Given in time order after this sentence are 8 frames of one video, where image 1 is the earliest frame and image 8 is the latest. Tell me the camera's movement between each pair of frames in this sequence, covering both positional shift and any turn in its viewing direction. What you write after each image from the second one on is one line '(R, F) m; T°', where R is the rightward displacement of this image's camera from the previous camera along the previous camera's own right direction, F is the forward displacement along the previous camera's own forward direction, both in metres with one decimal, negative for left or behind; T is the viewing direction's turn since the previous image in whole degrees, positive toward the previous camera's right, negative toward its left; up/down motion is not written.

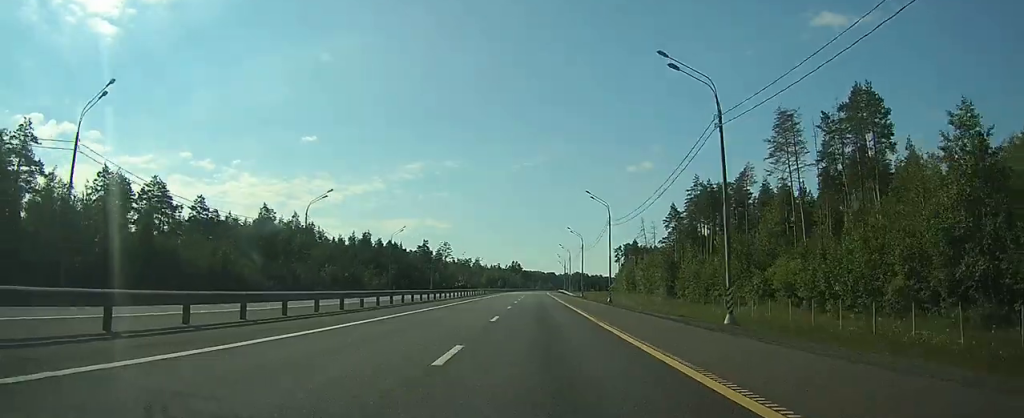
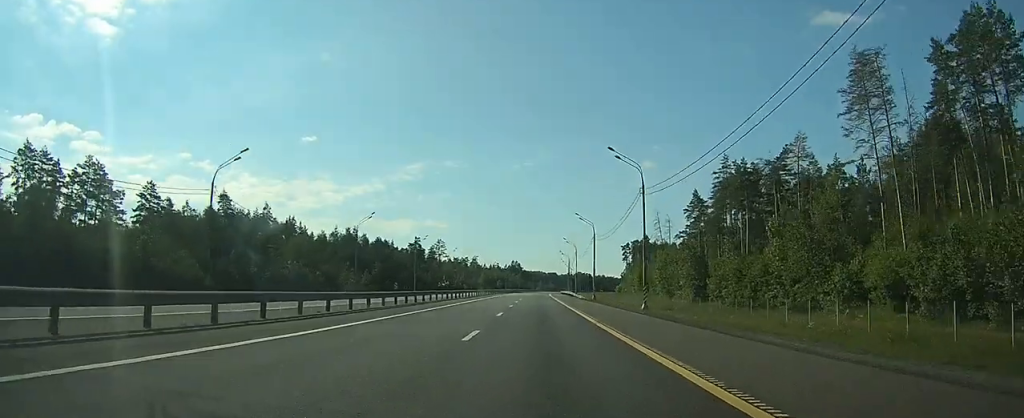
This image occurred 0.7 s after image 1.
(0.0, +19.5) m; 0°
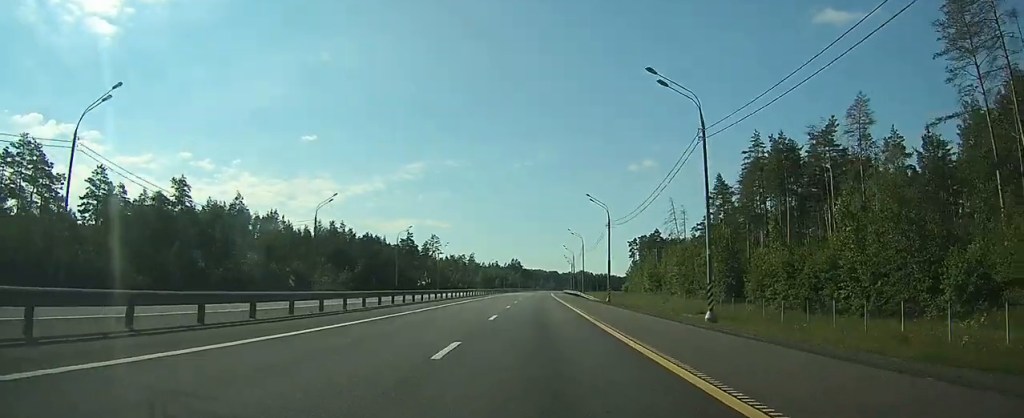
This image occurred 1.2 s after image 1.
(0.0, +15.5) m; 0°
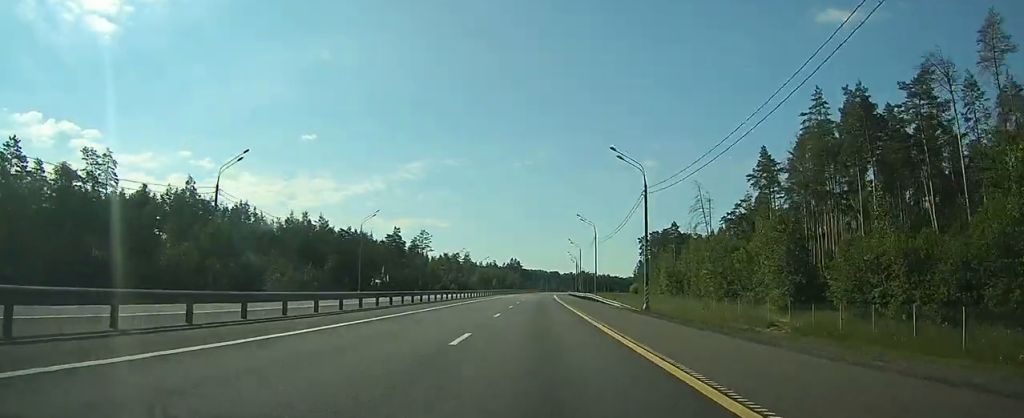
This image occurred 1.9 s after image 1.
(0.0, +21.3) m; 0°
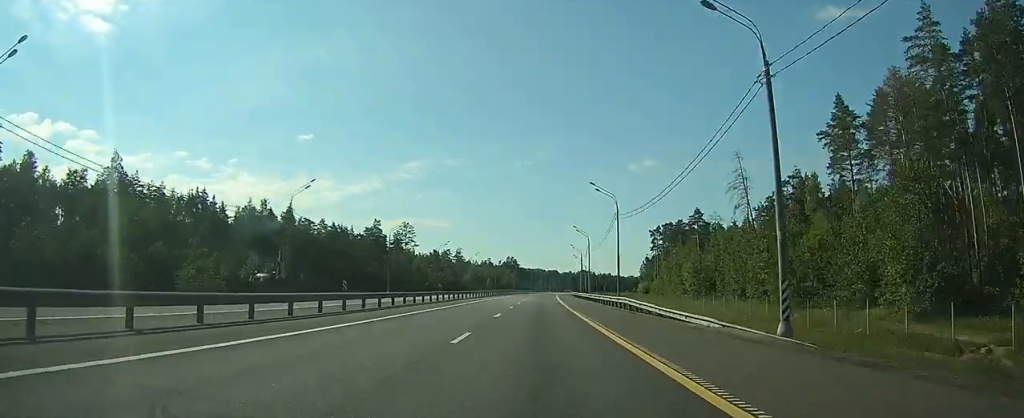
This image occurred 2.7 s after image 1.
(-0.1, +23.1) m; 0°
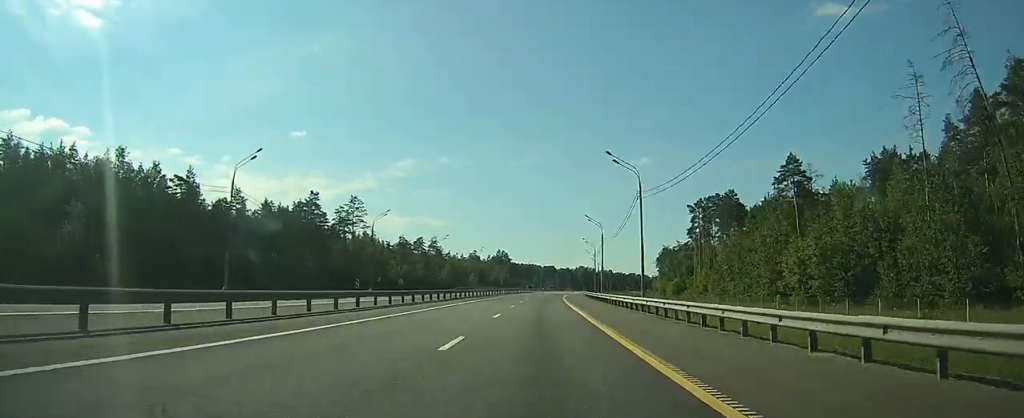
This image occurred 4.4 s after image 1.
(+0.2, +49.0) m; +1°
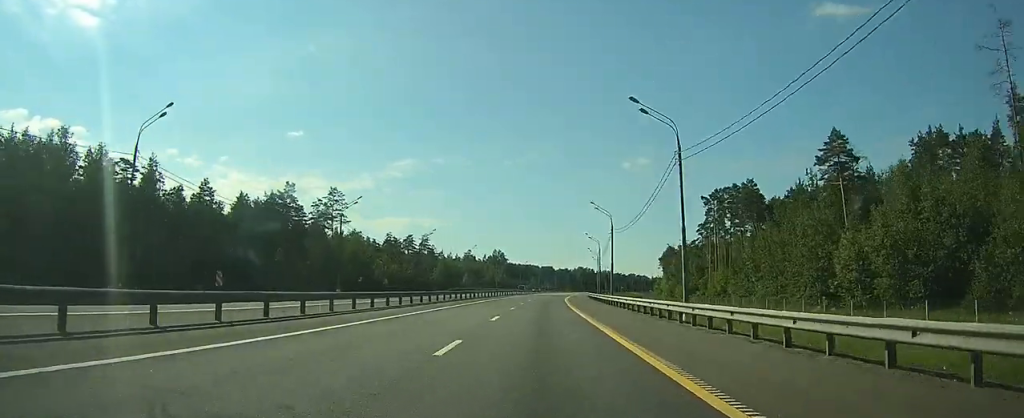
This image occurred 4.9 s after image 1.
(0.0, +12.5) m; 0°
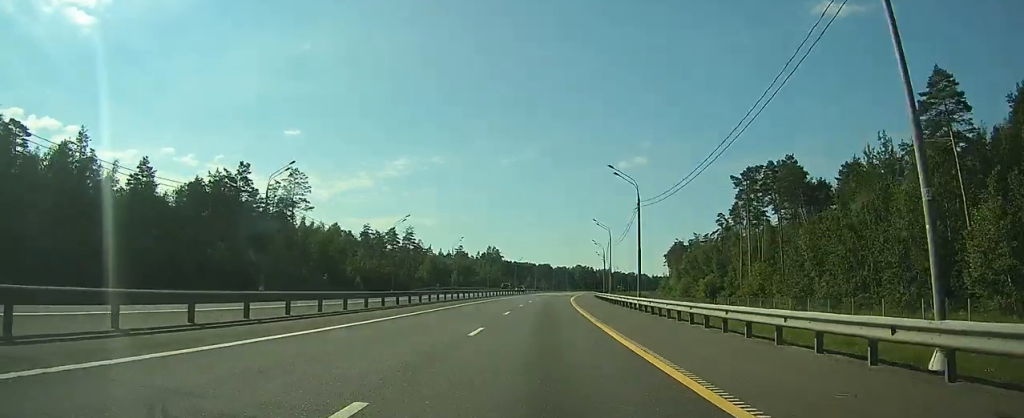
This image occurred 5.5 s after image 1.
(0.0, +19.4) m; 0°
